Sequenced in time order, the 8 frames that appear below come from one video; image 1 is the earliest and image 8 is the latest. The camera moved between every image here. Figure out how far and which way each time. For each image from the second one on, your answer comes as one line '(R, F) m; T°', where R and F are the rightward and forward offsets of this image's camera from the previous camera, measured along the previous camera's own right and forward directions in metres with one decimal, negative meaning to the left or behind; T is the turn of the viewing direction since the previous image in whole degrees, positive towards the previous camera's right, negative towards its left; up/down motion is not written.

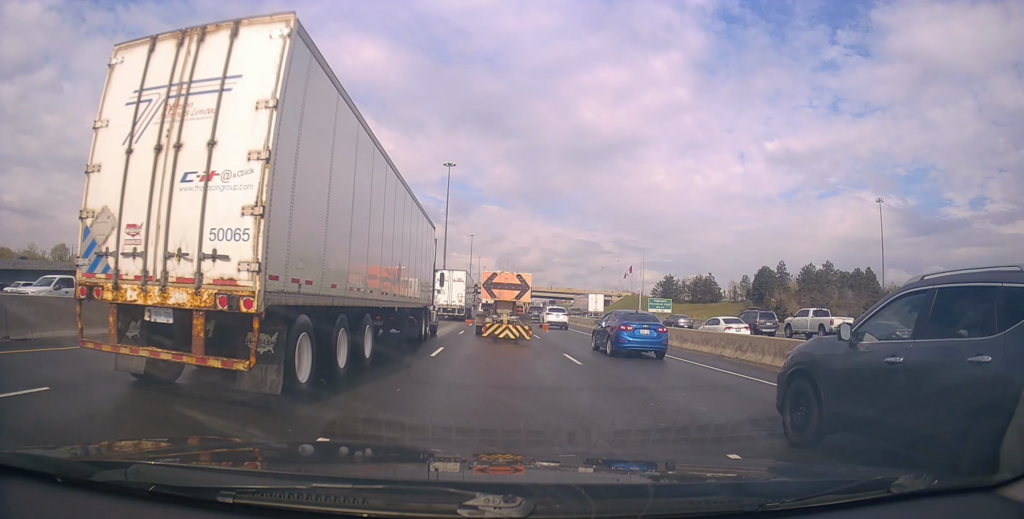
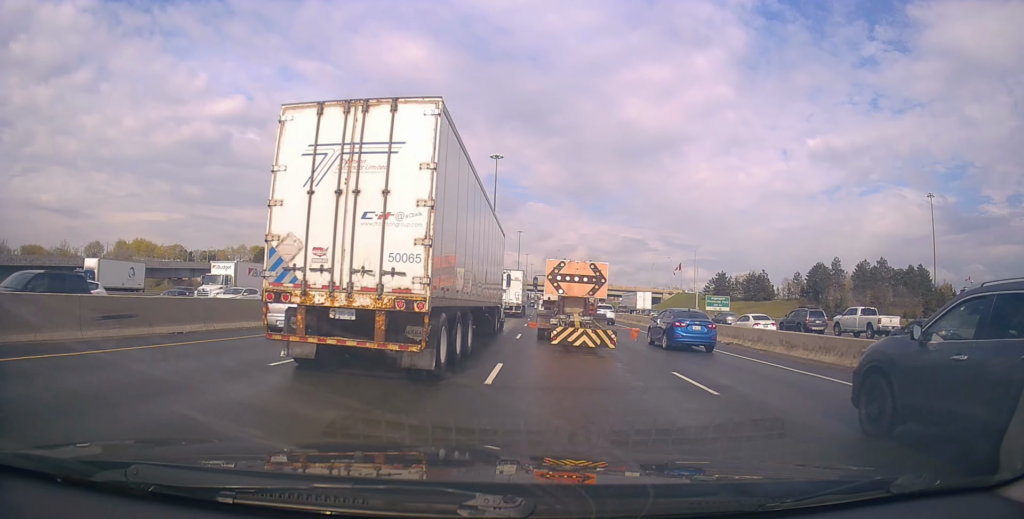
(+0.2, +4.9) m; +1°
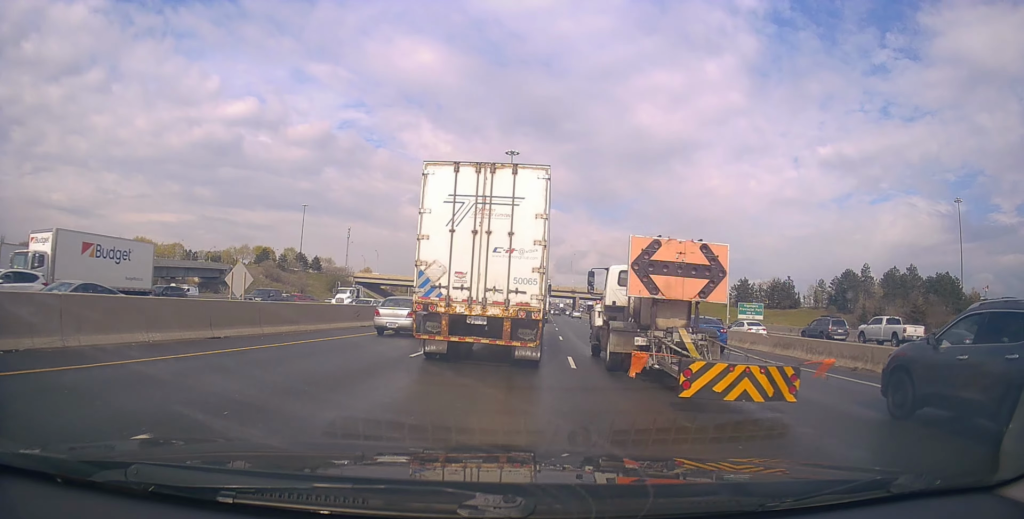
(-0.3, +8.2) m; -5°
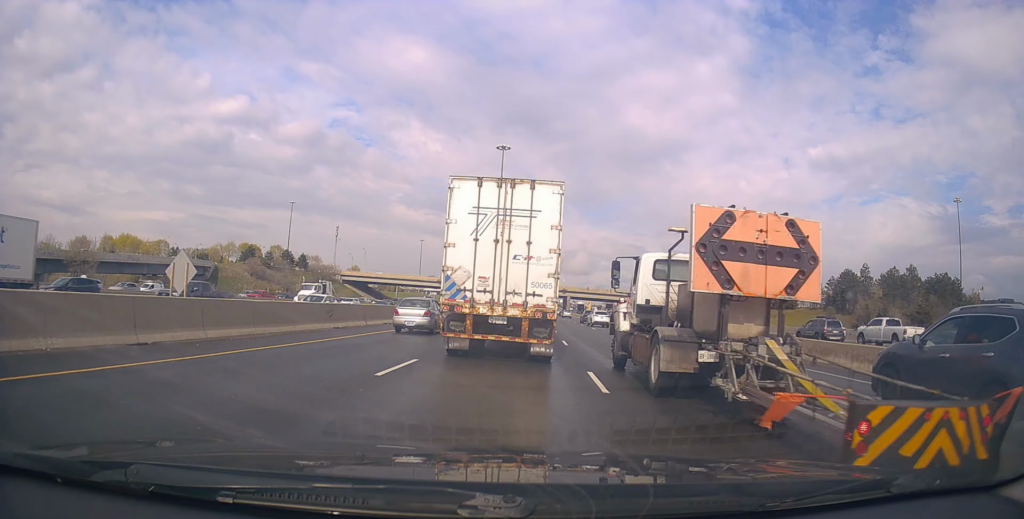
(-0.2, +4.0) m; 0°
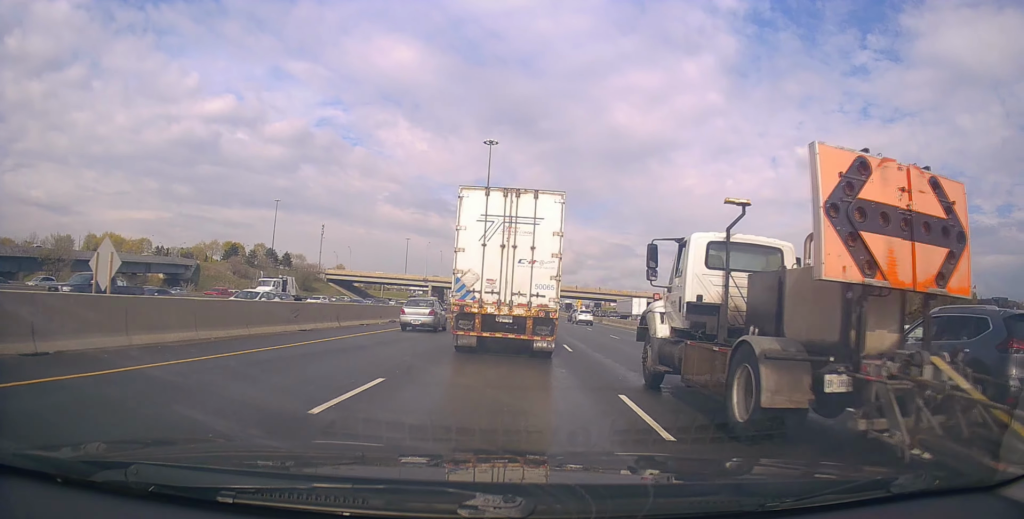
(-0.2, +3.3) m; 0°
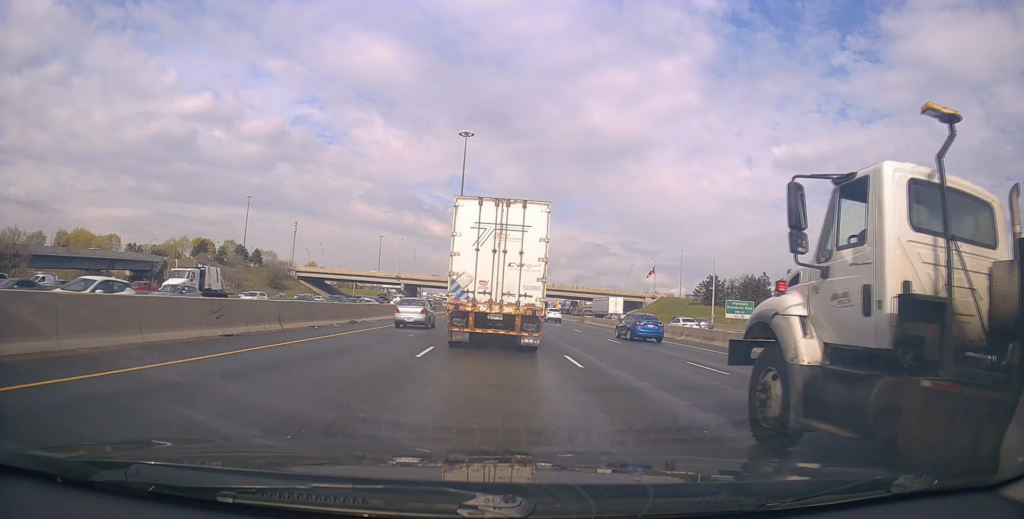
(+0.3, +5.2) m; +3°
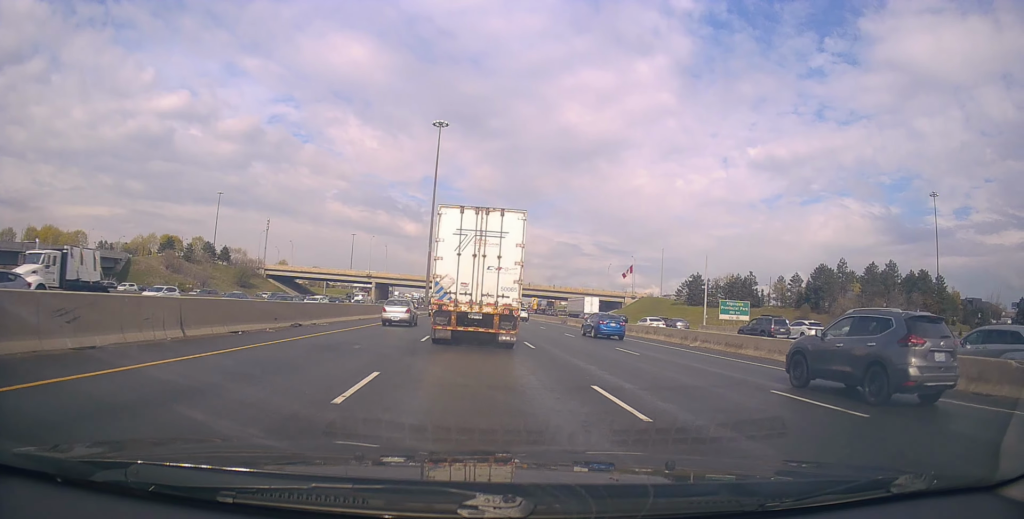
(+0.2, +6.5) m; +3°
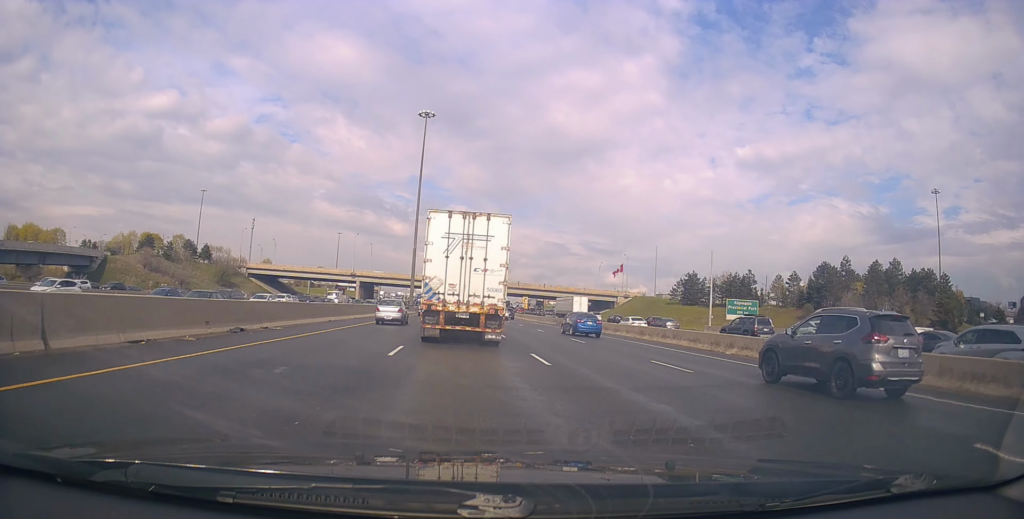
(+0.1, +5.9) m; +2°
